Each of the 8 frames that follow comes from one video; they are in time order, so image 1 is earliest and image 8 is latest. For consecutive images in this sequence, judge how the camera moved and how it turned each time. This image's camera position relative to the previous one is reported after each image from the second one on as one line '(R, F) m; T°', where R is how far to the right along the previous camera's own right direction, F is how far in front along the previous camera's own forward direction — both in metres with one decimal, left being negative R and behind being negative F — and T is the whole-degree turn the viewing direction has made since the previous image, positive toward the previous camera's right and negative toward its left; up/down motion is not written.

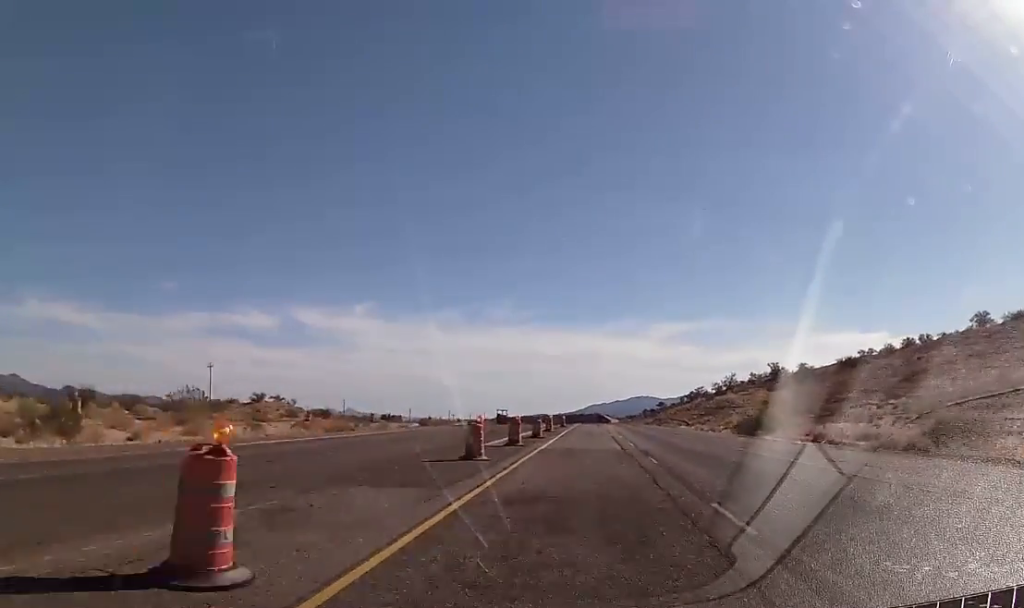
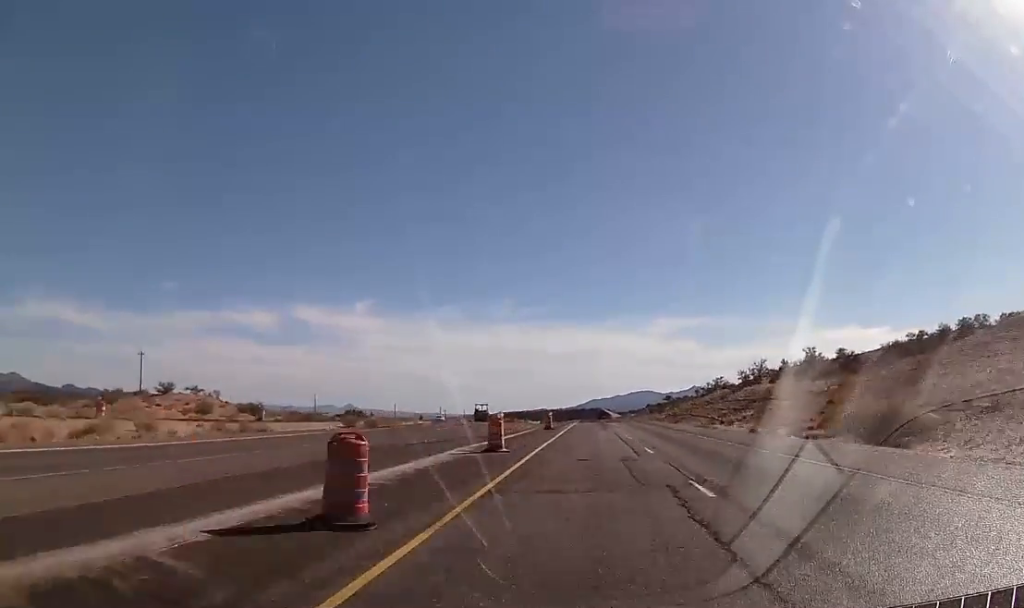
(-0.2, +33.0) m; 0°
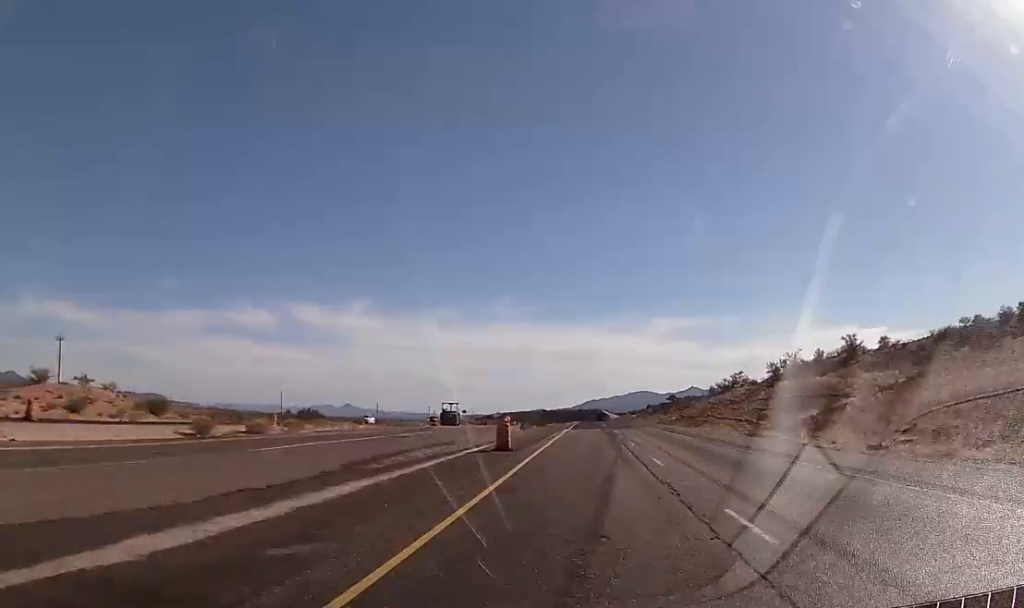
(-0.2, +27.0) m; 0°
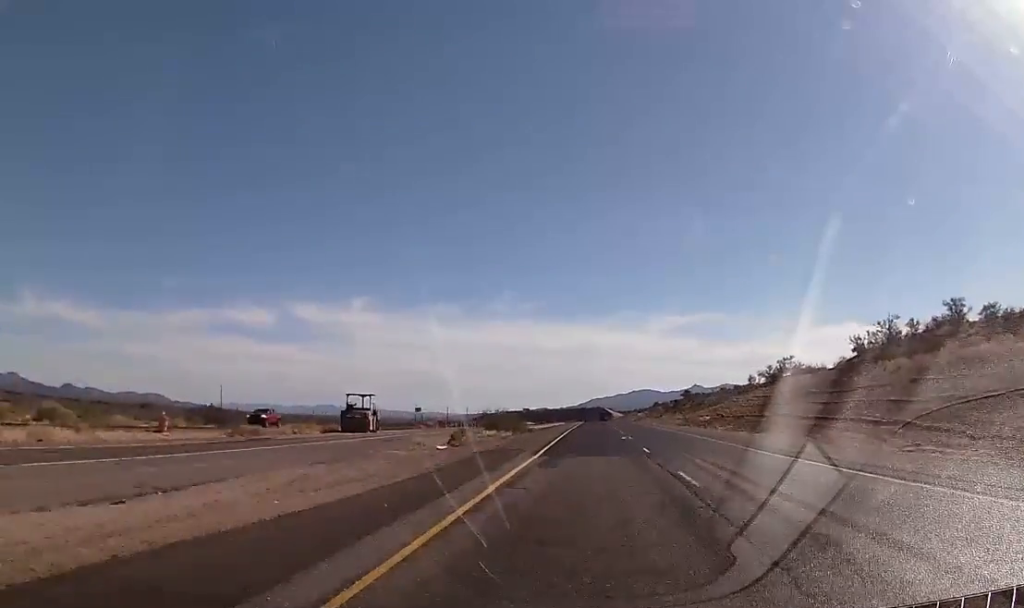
(+0.2, +42.3) m; 0°
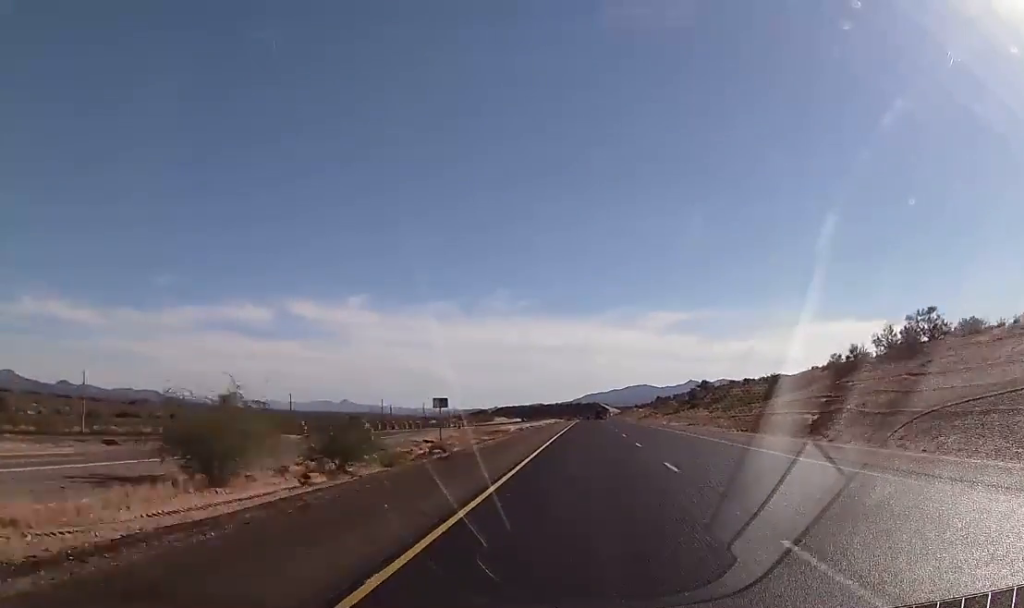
(+0.1, +57.6) m; +1°
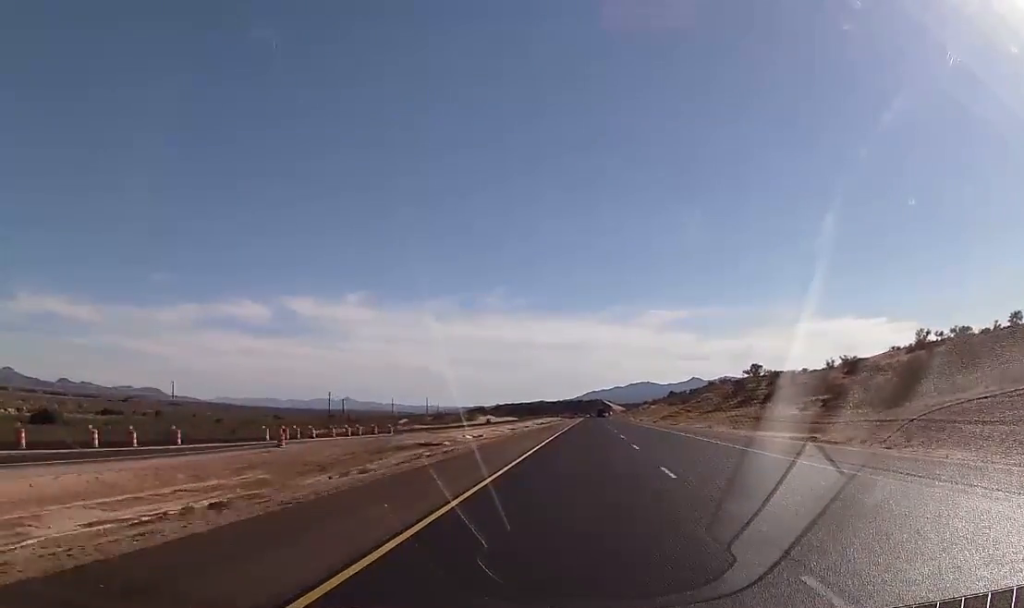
(-0.9, +74.3) m; -1°
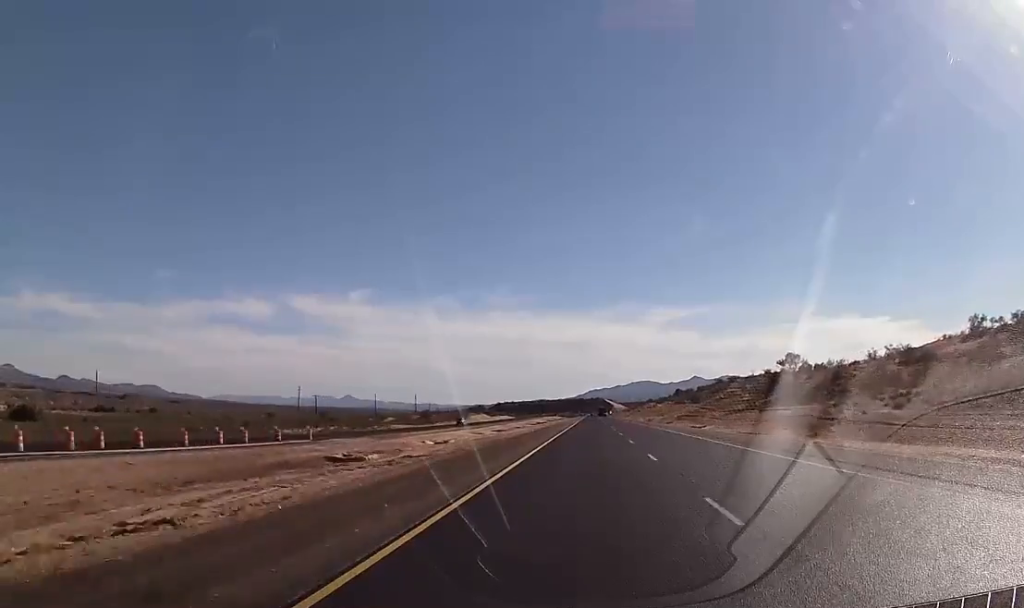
(+0.3, +31.0) m; +1°
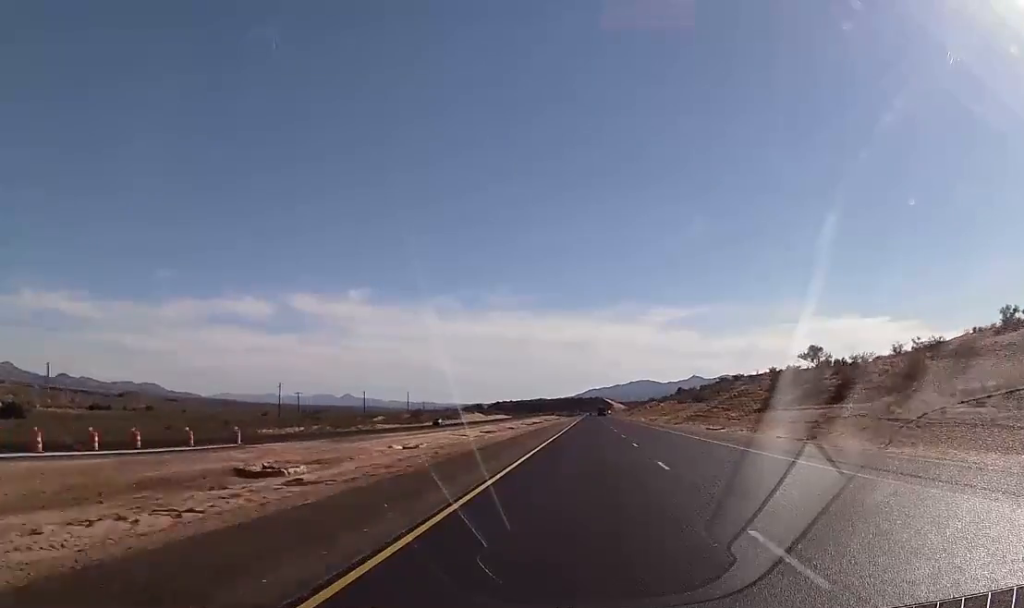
(0.0, +15.6) m; 0°
